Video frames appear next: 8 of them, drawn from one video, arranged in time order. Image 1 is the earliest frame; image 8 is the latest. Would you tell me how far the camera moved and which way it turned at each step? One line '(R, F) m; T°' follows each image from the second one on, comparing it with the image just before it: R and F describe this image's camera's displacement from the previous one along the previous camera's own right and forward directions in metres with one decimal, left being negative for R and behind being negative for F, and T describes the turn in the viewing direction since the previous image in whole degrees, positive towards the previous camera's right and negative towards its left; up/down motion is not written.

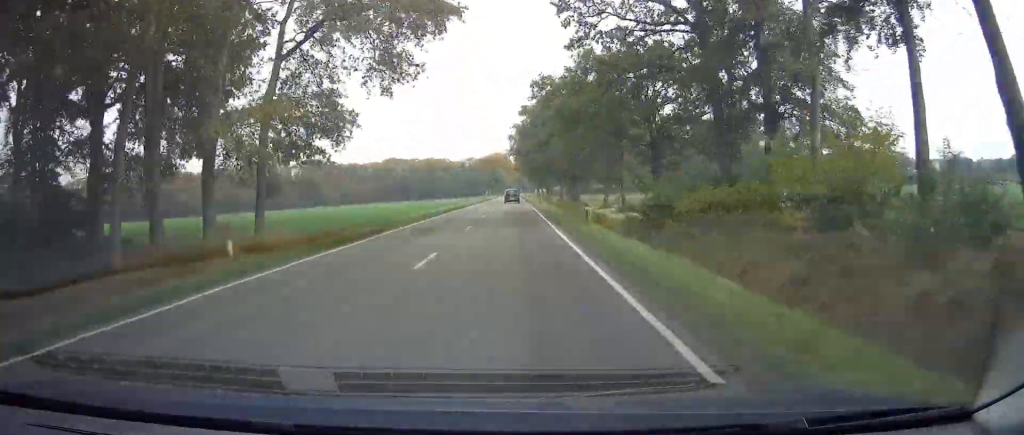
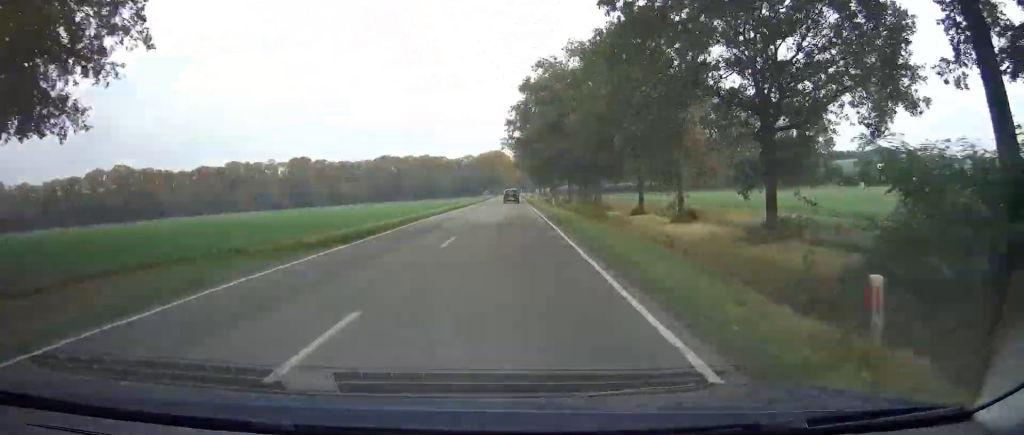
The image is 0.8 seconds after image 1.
(+0.1, +19.1) m; 0°
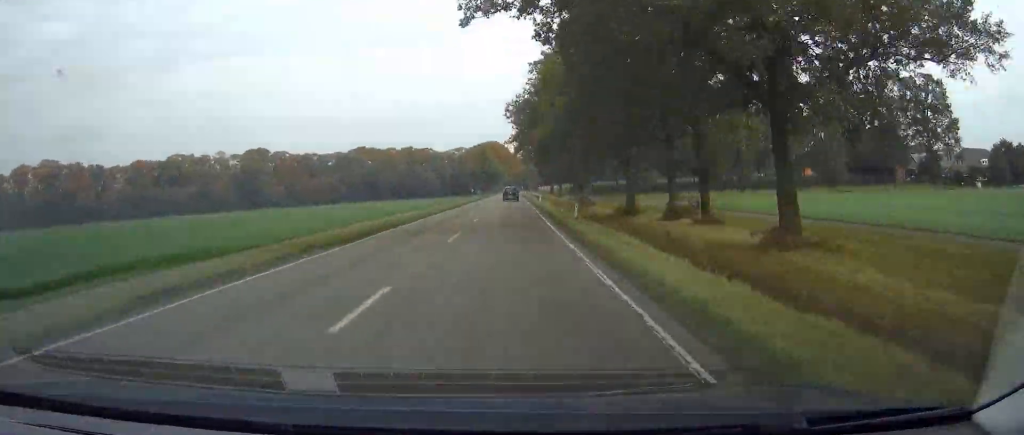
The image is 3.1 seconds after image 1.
(-1.1, +55.7) m; -1°
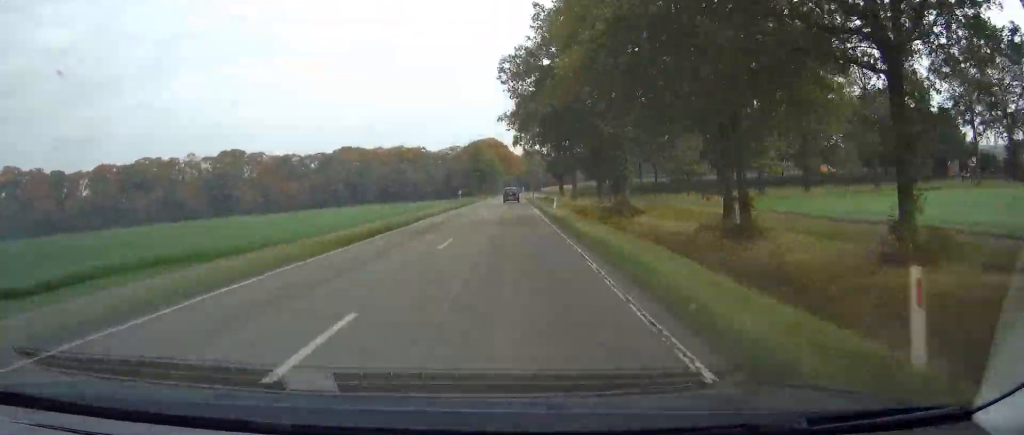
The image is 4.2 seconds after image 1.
(0.0, +25.5) m; 0°
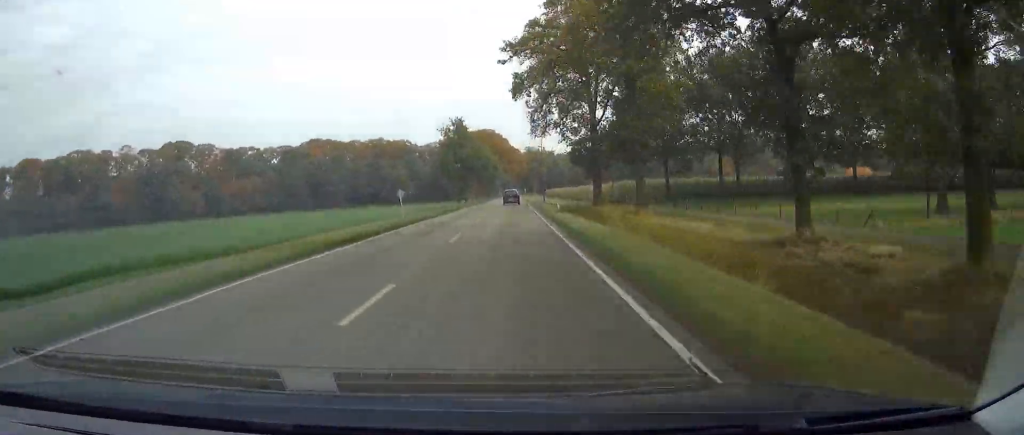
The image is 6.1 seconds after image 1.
(0.0, +44.4) m; 0°
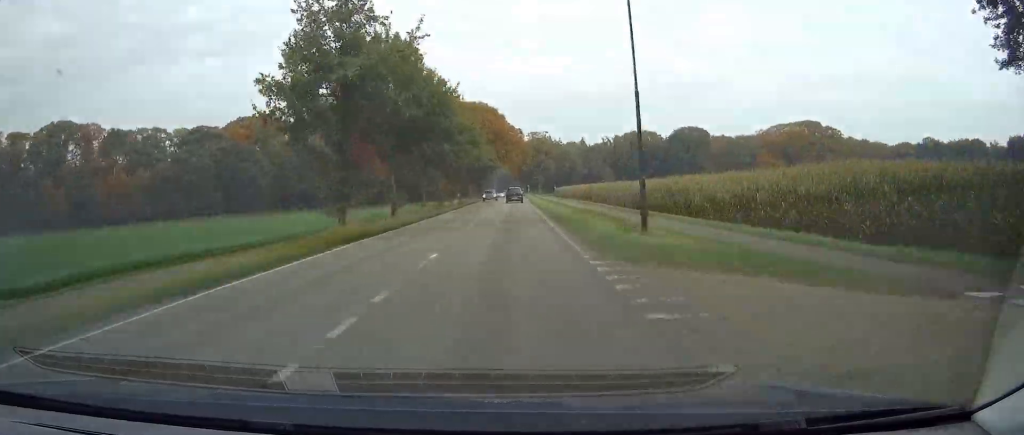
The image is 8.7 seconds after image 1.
(0.0, +63.2) m; 0°
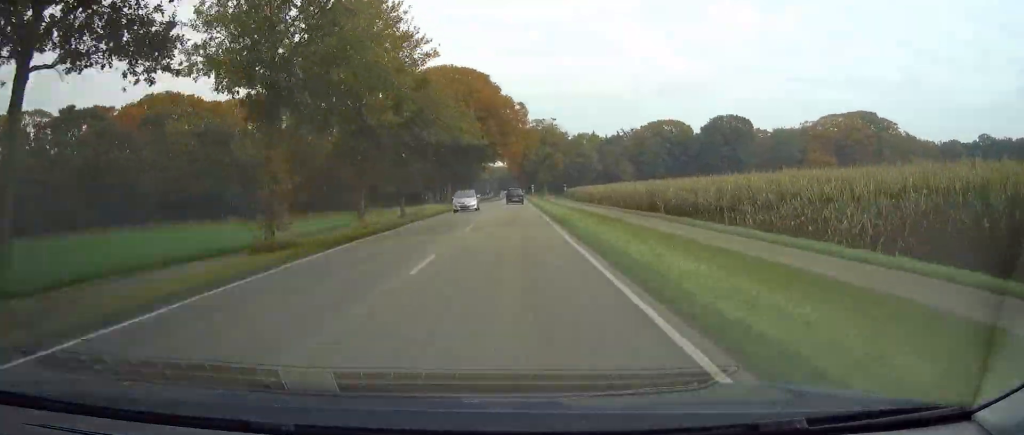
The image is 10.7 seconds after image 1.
(0.0, +47.0) m; +1°
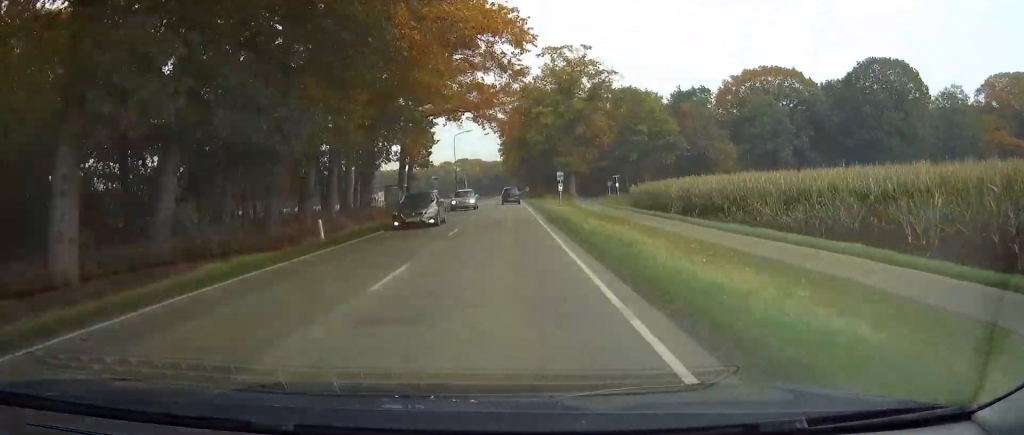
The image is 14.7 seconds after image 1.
(+0.7, +93.1) m; 0°
